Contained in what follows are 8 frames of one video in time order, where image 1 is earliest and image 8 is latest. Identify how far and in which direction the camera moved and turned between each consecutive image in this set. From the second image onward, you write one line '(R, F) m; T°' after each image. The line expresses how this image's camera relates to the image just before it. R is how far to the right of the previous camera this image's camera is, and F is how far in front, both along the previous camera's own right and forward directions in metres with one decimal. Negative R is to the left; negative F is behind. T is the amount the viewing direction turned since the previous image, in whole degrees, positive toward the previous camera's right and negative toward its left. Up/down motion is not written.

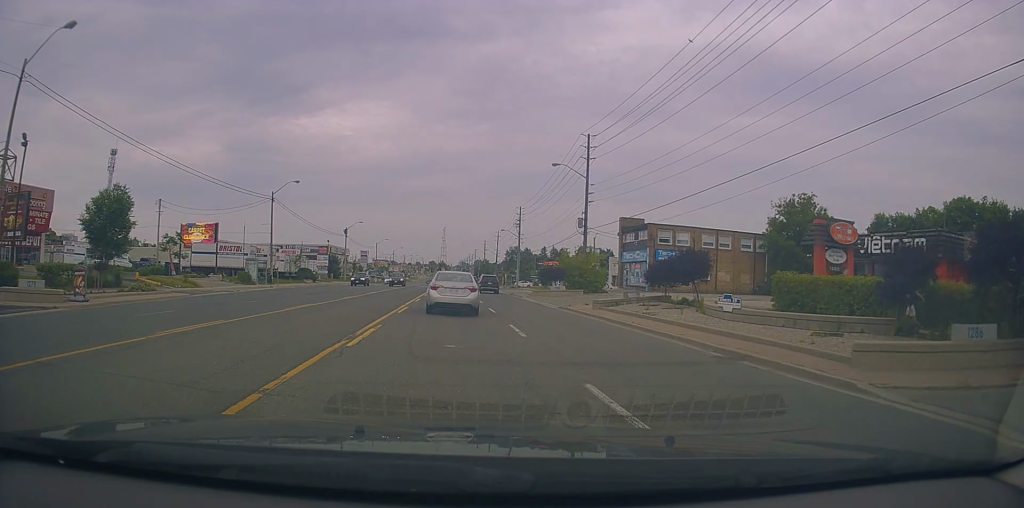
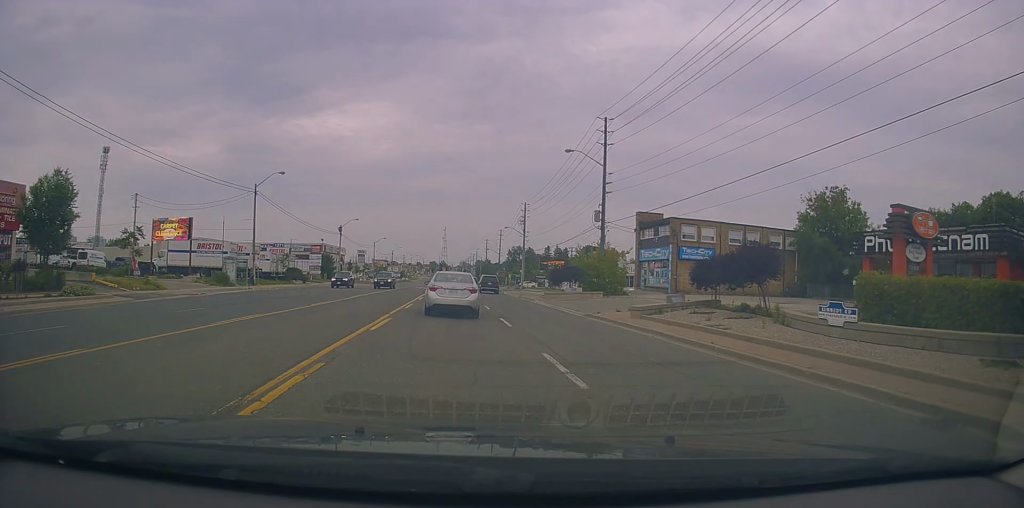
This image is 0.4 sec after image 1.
(-0.1, +5.9) m; -1°
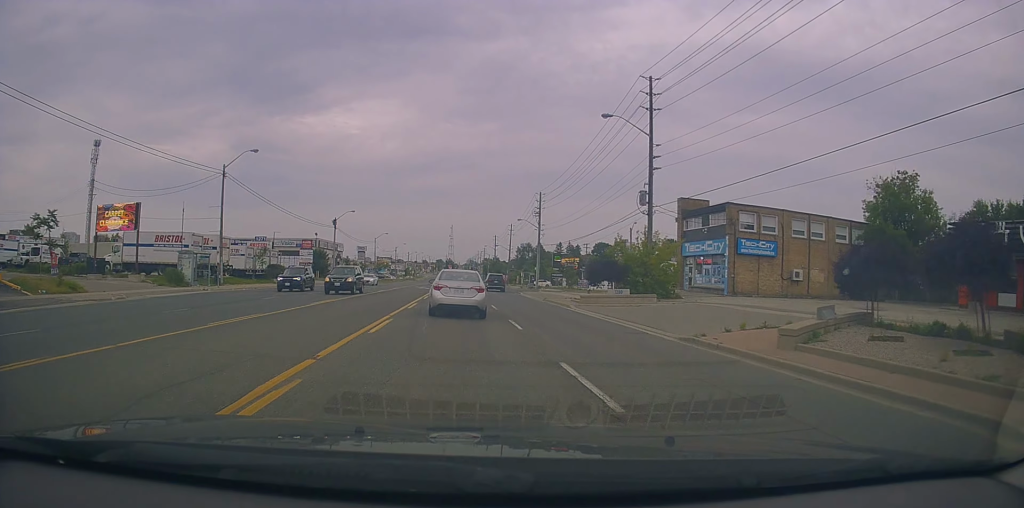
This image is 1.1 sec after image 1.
(+0.1, +9.7) m; +2°
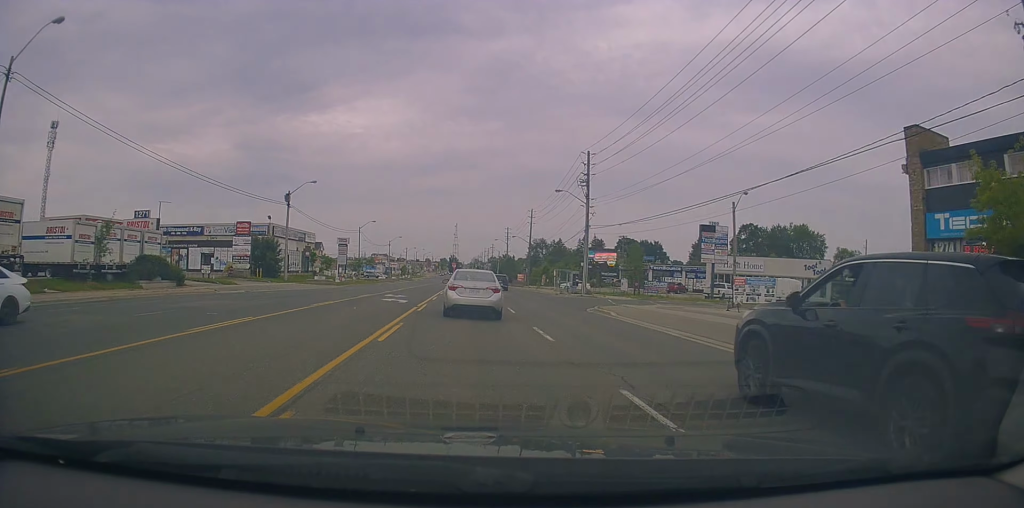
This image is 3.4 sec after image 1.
(+0.1, +30.1) m; -1°
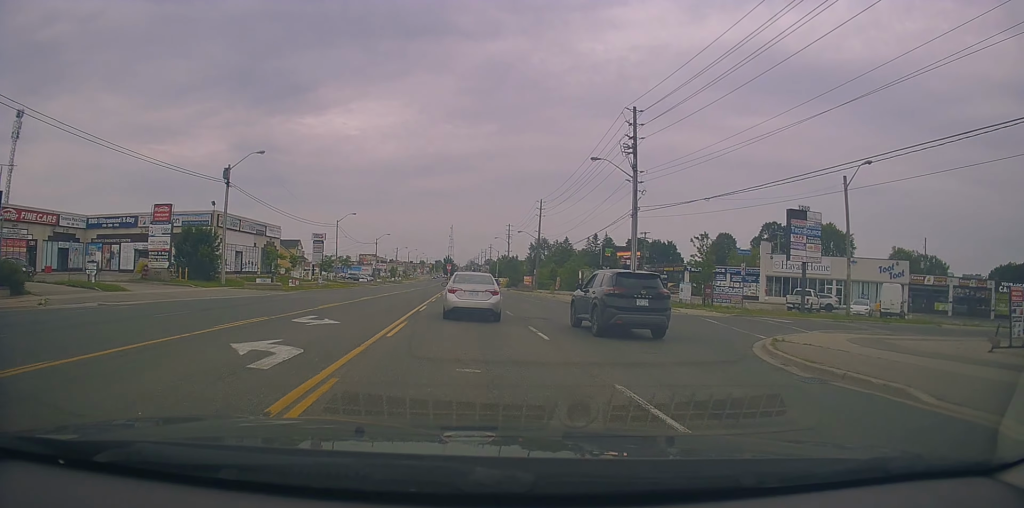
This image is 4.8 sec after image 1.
(+0.6, +16.9) m; +1°
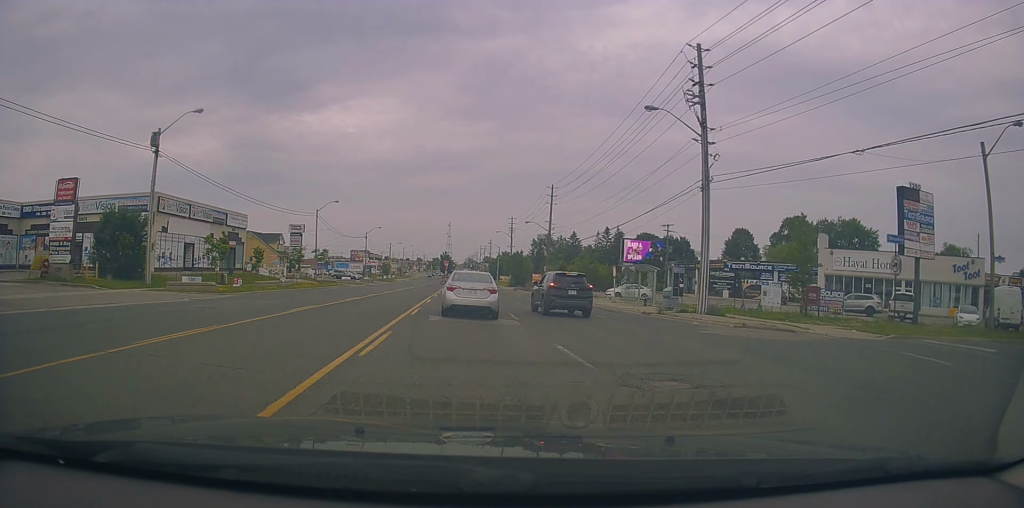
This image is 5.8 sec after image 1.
(-0.3, +12.4) m; -2°
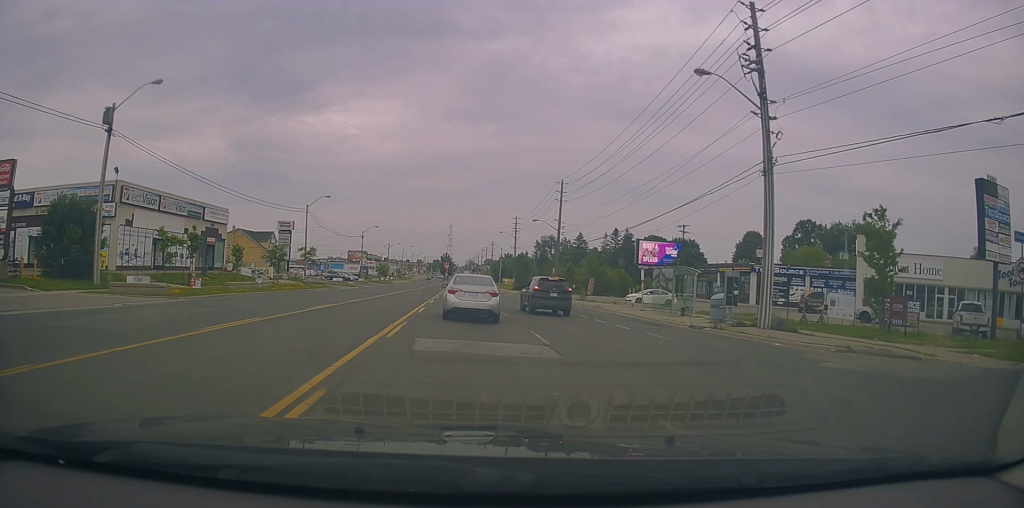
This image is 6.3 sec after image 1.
(-0.1, +6.2) m; 0°
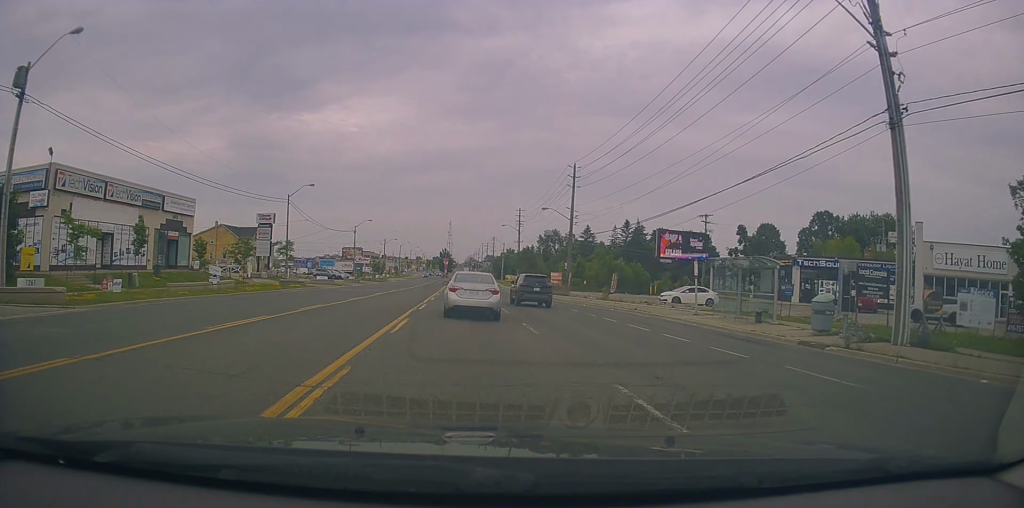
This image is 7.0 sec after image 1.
(0.0, +8.3) m; +1°
